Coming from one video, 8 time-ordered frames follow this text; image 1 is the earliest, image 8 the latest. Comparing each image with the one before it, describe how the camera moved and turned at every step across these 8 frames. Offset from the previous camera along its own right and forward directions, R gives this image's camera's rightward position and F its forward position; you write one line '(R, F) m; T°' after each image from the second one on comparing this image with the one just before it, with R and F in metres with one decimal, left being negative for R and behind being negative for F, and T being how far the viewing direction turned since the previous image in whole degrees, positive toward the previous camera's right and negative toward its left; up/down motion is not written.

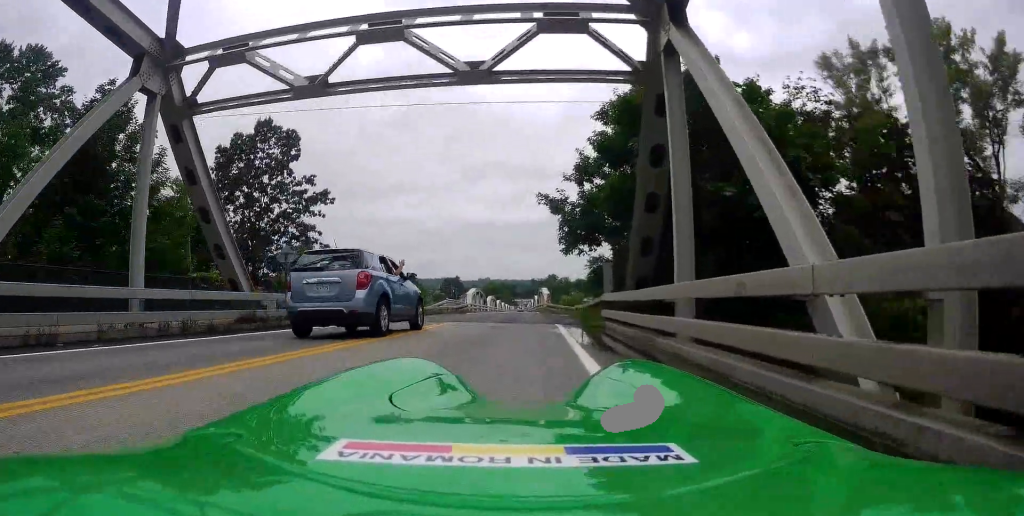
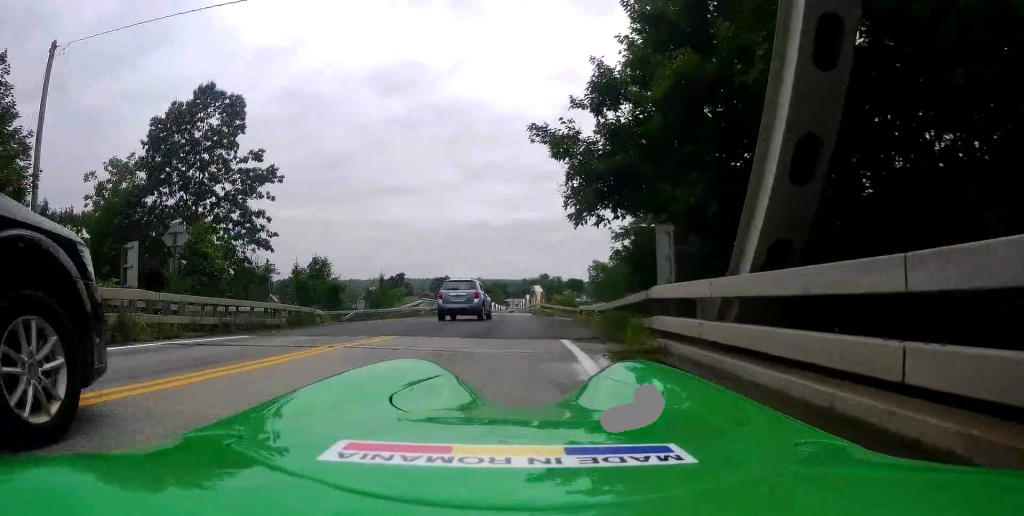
(-0.3, +7.7) m; 0°
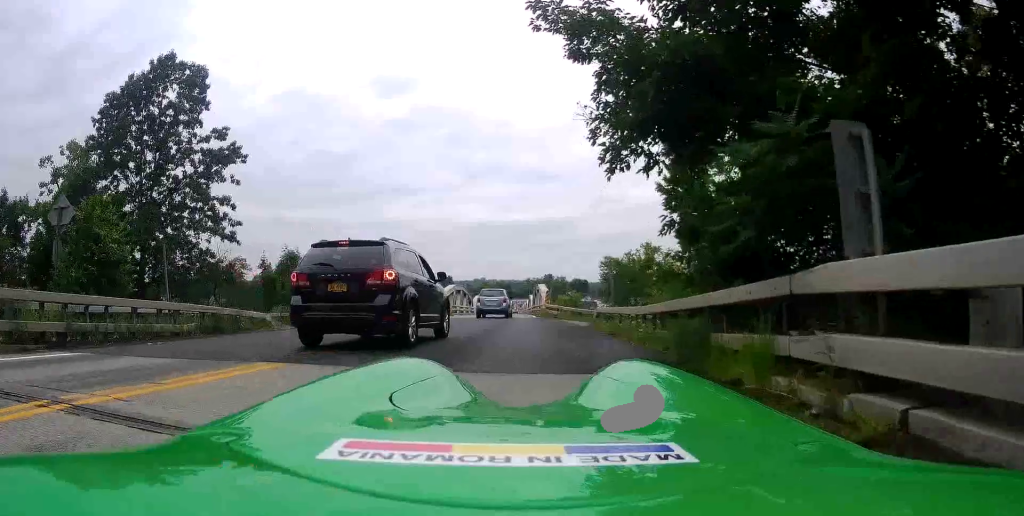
(+0.2, +5.4) m; 0°
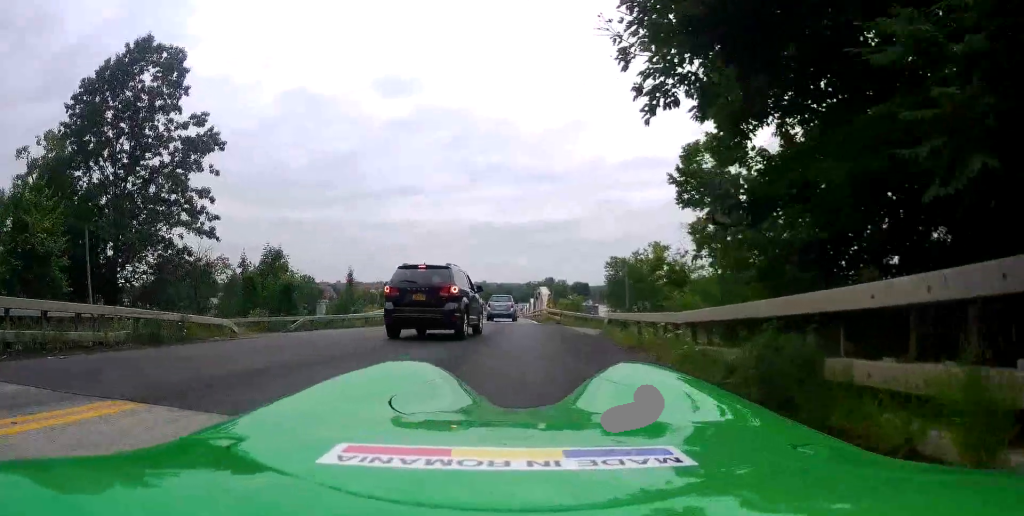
(+0.1, +2.7) m; -3°
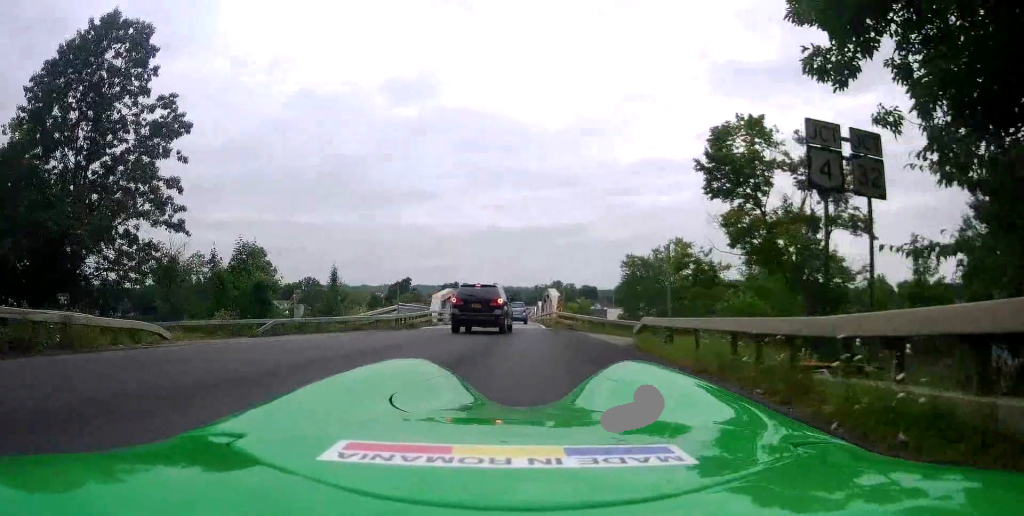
(-0.3, +4.0) m; -2°
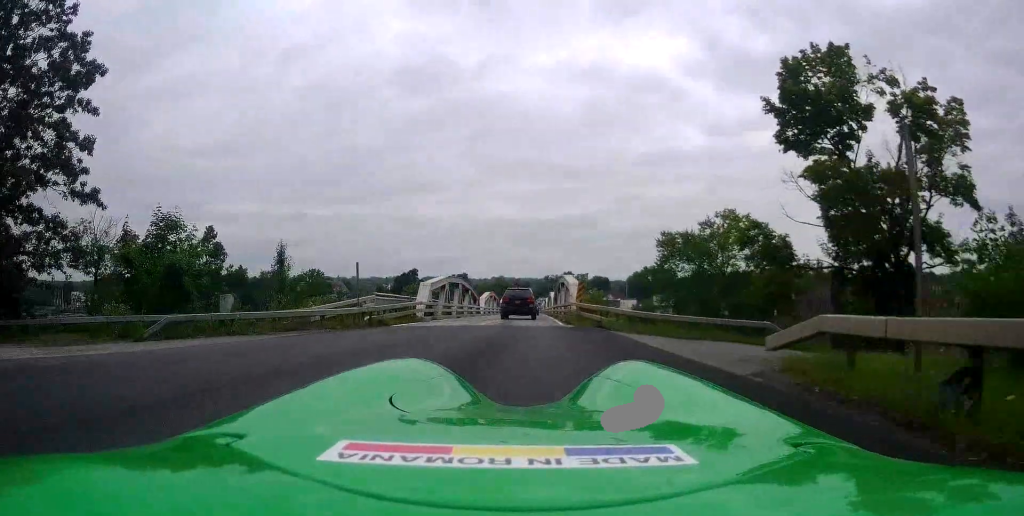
(+0.2, +7.7) m; +3°
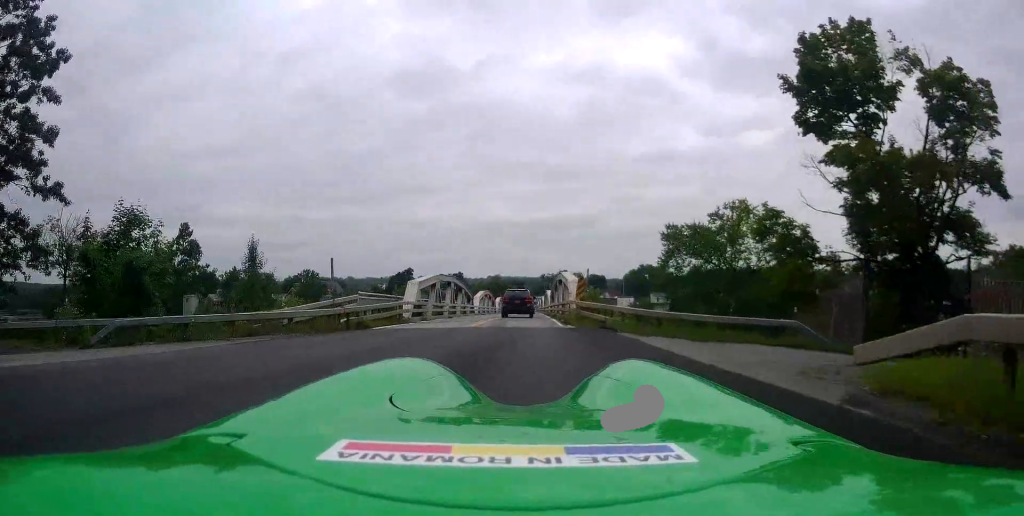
(0.0, +2.2) m; 0°
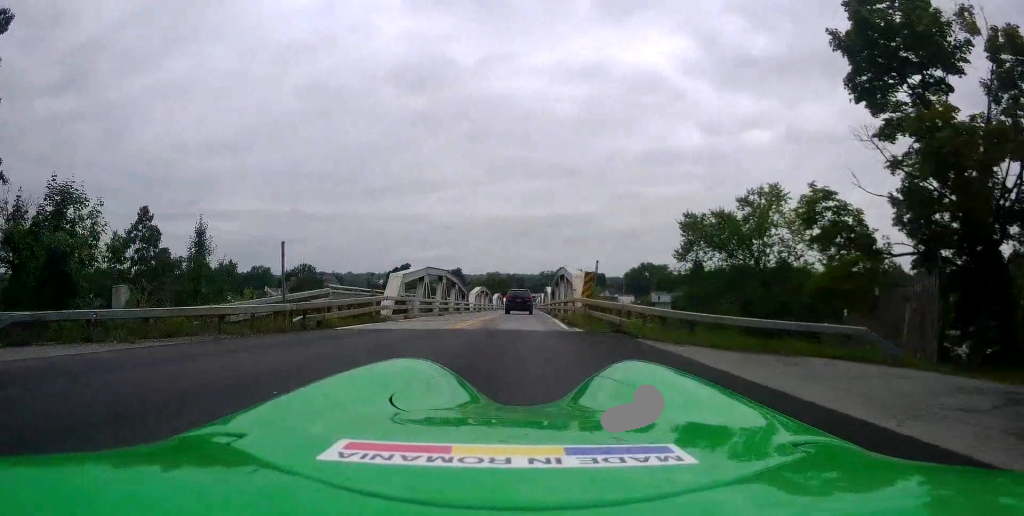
(0.0, +3.5) m; +1°
